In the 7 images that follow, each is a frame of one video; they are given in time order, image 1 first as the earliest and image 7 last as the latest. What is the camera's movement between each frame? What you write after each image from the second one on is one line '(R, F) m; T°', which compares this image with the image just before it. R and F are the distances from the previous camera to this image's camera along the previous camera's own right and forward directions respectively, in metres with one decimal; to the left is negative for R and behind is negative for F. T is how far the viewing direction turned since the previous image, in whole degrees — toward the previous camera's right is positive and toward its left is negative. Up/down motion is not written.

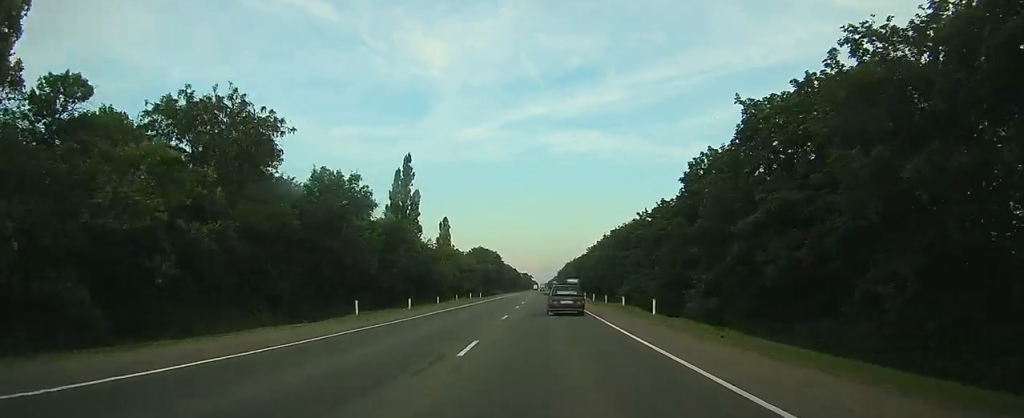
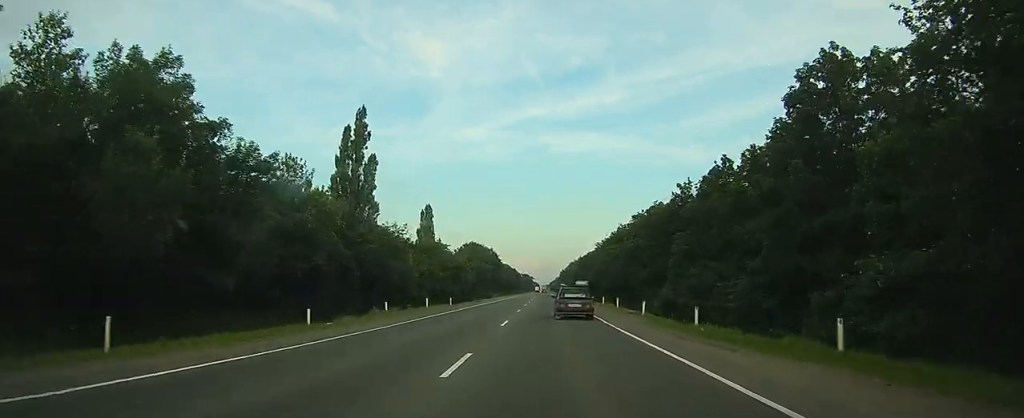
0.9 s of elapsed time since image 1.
(-0.2, +26.0) m; -1°
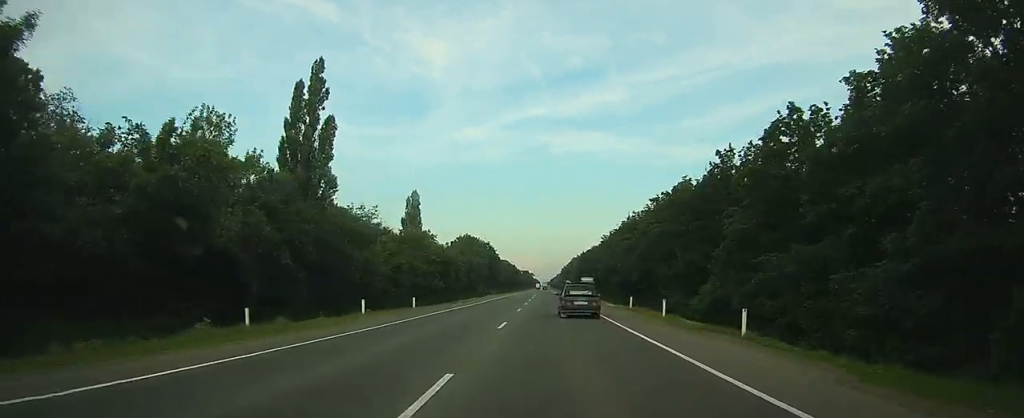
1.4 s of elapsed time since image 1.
(-0.1, +14.6) m; 0°
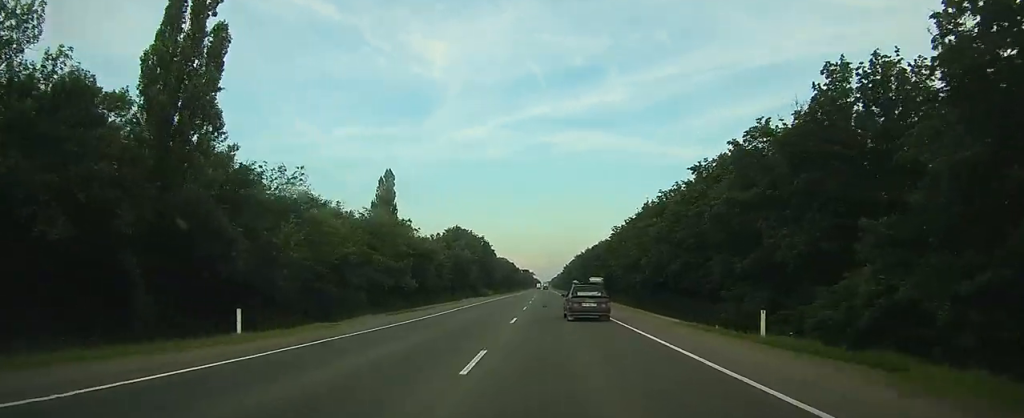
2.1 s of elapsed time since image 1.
(0.0, +20.6) m; 0°
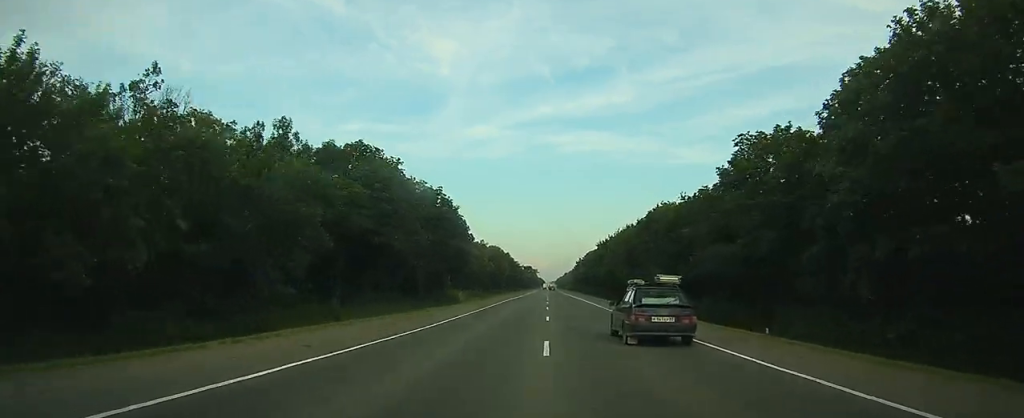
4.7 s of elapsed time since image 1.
(+0.2, +79.8) m; 0°
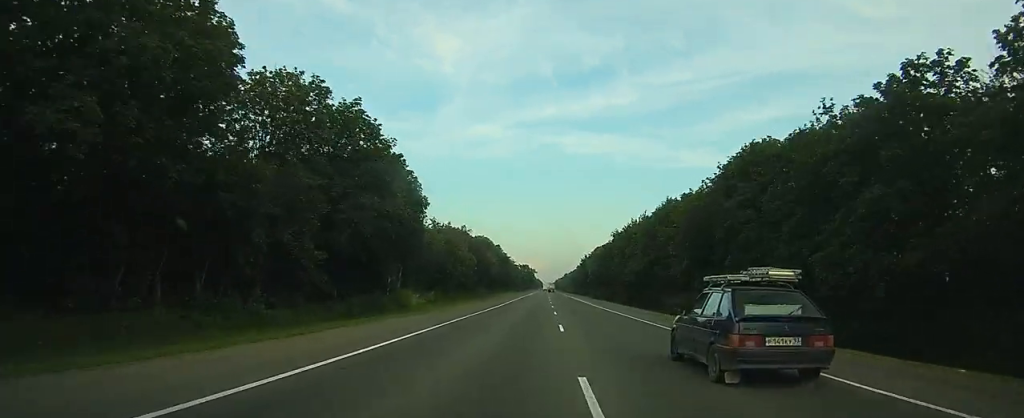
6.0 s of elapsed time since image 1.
(0.0, +41.1) m; 0°
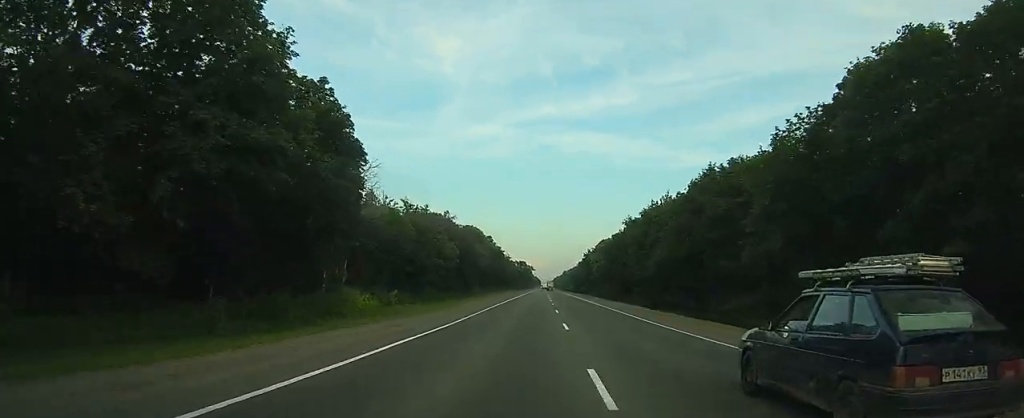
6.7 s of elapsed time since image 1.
(+0.1, +22.5) m; 0°
